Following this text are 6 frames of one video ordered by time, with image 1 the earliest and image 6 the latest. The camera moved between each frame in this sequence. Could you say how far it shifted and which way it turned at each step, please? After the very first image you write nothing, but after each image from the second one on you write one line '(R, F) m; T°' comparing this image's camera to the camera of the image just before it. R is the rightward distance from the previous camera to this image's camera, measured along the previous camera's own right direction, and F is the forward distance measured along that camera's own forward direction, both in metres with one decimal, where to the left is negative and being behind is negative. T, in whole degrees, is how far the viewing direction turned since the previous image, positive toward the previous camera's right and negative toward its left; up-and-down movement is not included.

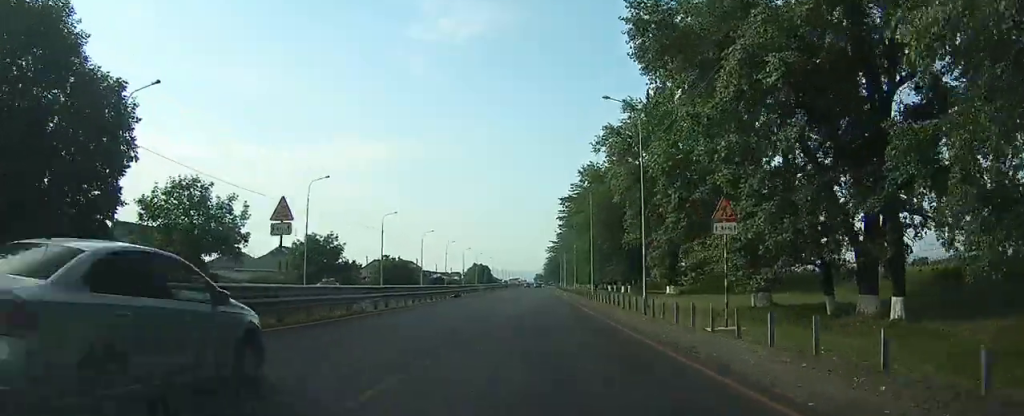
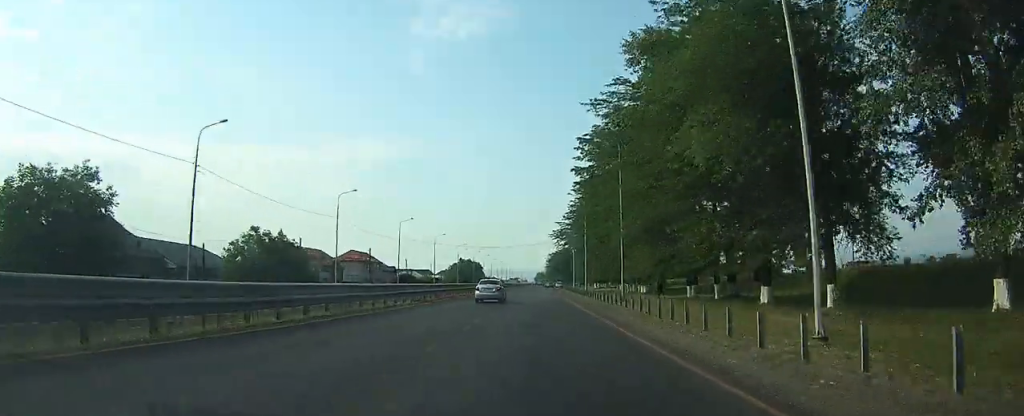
(+0.1, +51.3) m; 0°
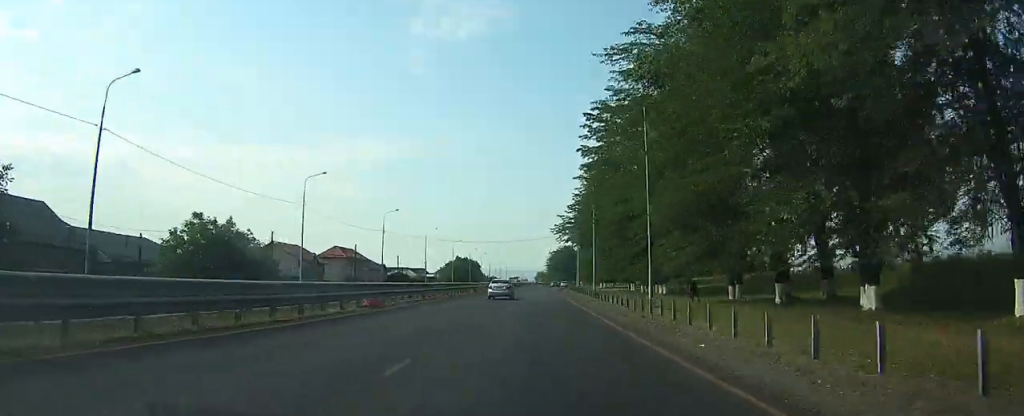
(0.0, +10.3) m; 0°
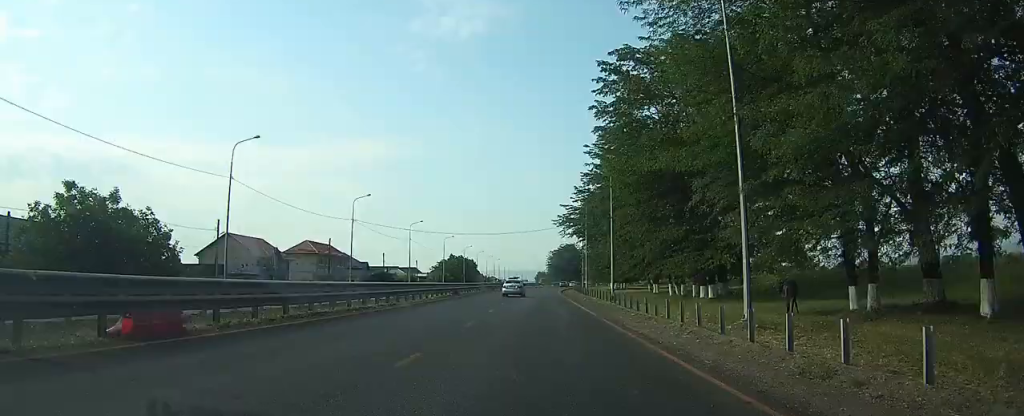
(0.0, +14.9) m; 0°
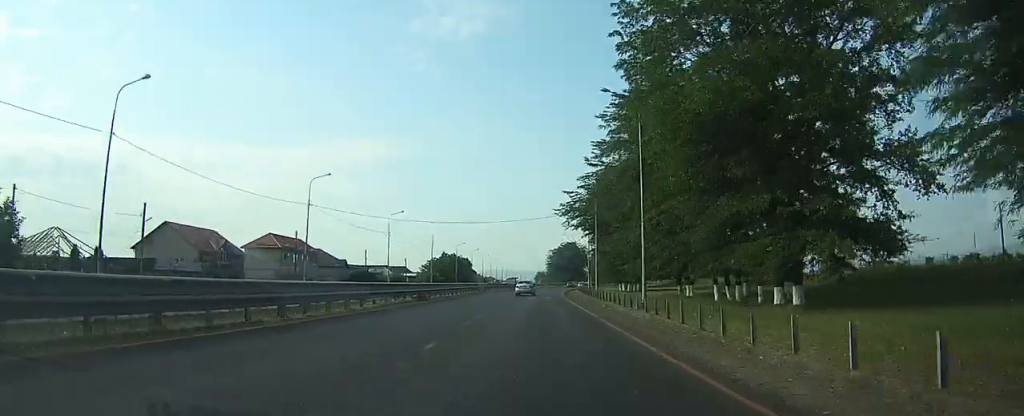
(0.0, +14.3) m; 0°
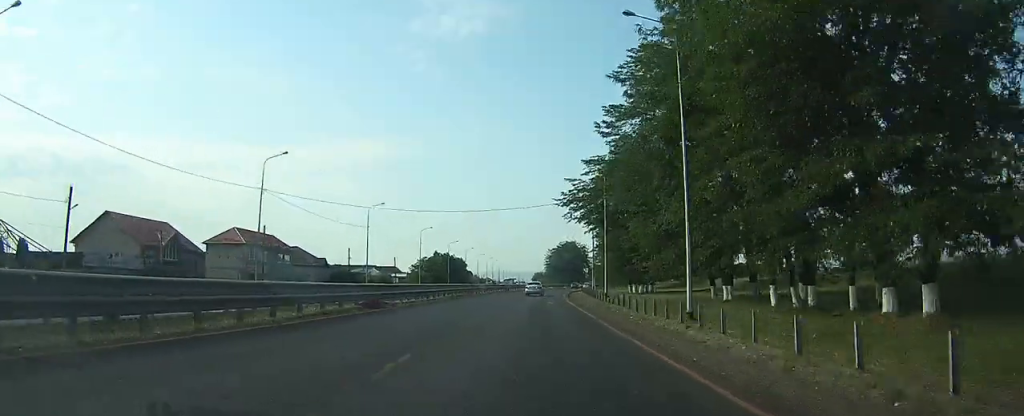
(0.0, +10.4) m; 0°
